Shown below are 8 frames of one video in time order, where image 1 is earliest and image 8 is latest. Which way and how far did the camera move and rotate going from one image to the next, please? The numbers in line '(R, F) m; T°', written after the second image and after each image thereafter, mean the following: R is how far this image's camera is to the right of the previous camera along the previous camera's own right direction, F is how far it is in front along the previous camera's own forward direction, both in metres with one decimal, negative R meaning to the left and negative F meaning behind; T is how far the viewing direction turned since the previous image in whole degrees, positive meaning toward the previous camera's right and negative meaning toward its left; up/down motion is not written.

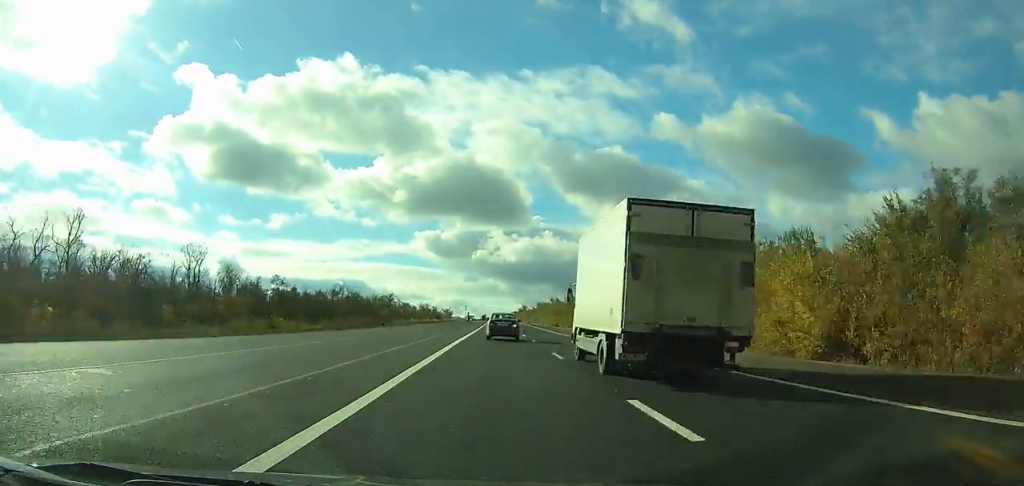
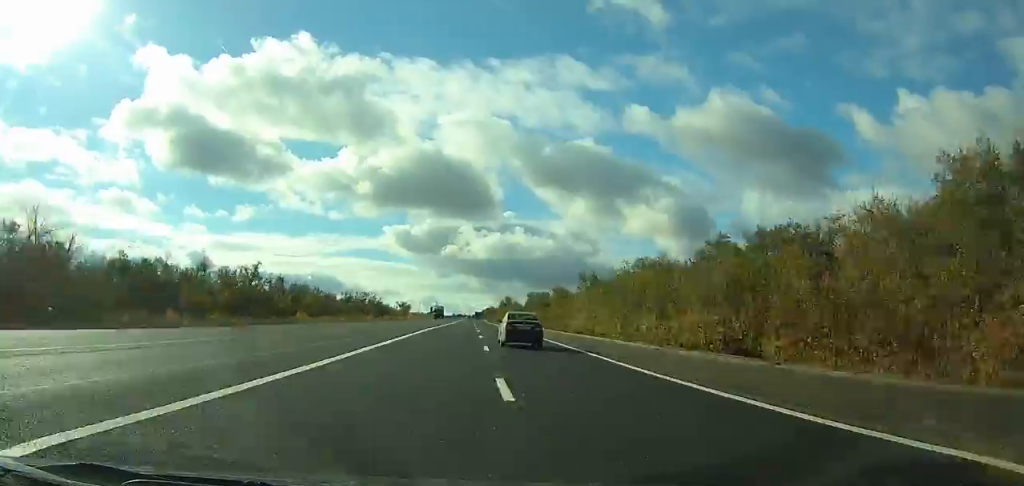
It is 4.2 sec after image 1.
(+0.8, +117.3) m; +1°
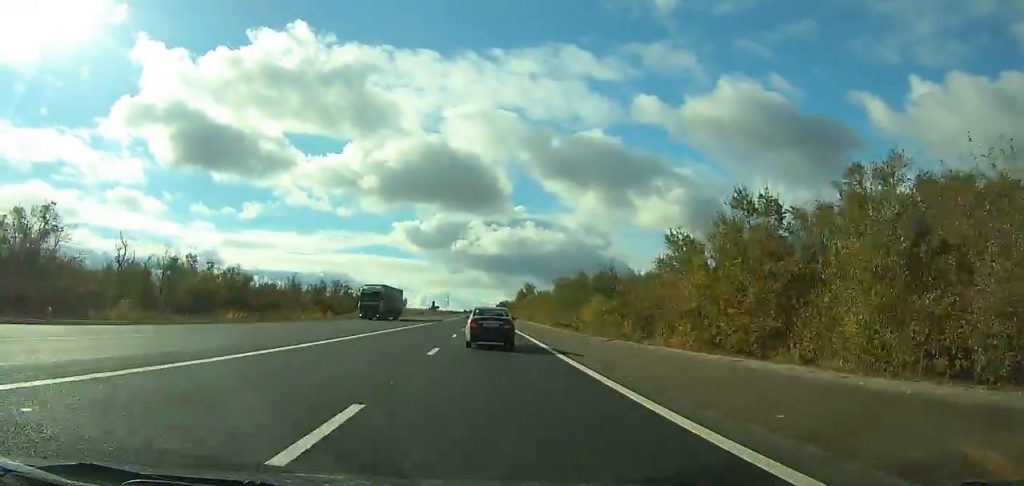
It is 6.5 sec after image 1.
(+0.6, +63.7) m; 0°
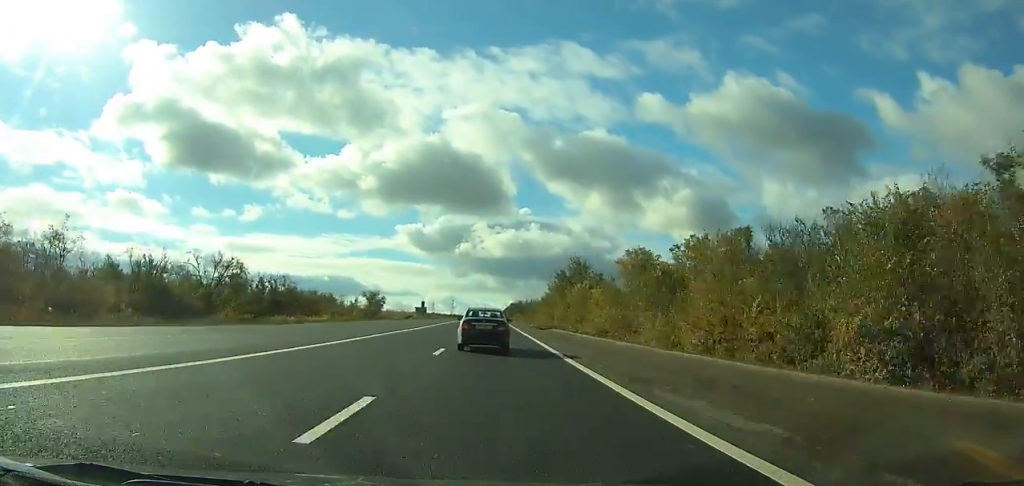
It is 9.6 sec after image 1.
(-0.9, +84.8) m; -1°
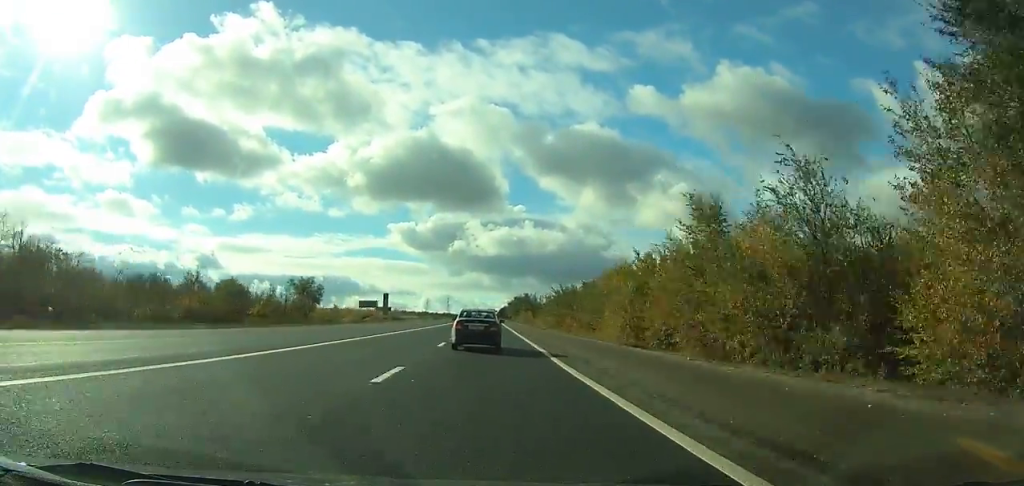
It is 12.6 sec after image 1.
(-0.1, +80.7) m; 0°
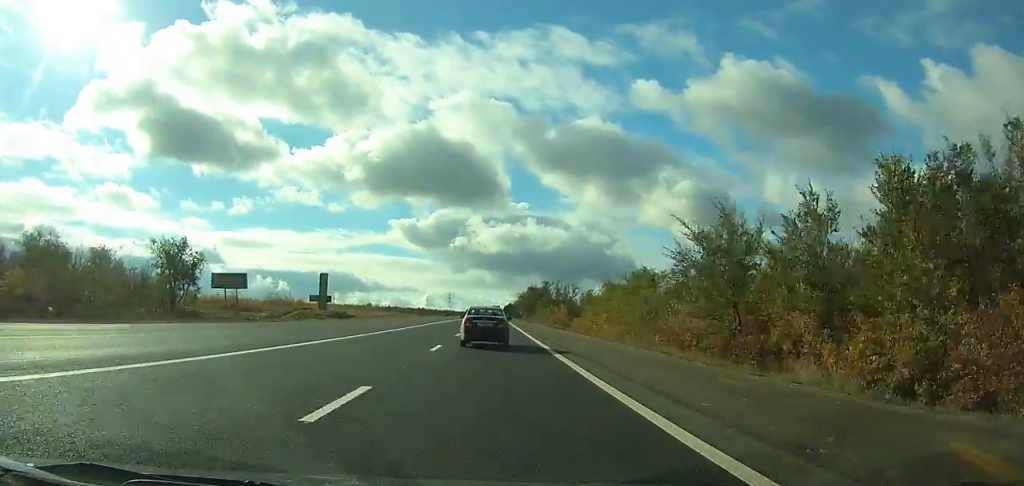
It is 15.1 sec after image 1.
(0.0, +66.4) m; 0°
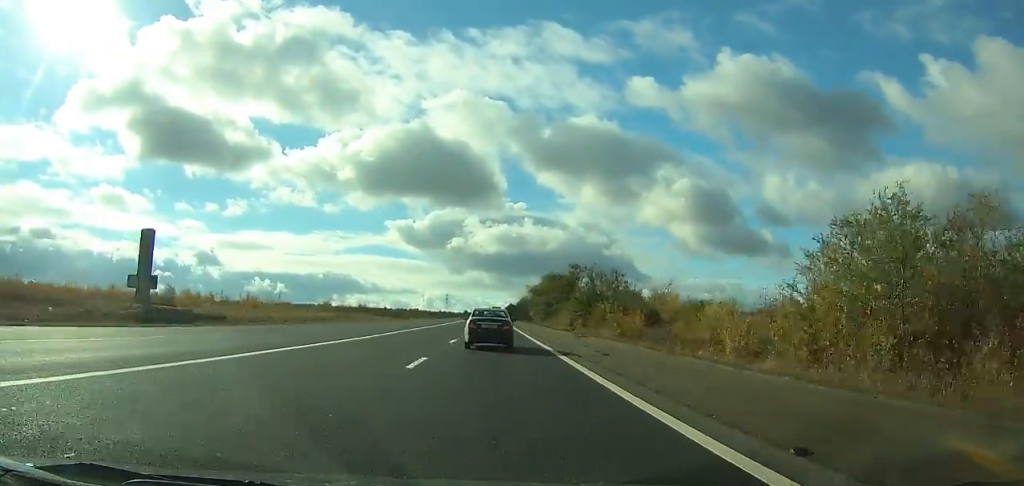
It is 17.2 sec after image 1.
(-0.3, +54.7) m; 0°
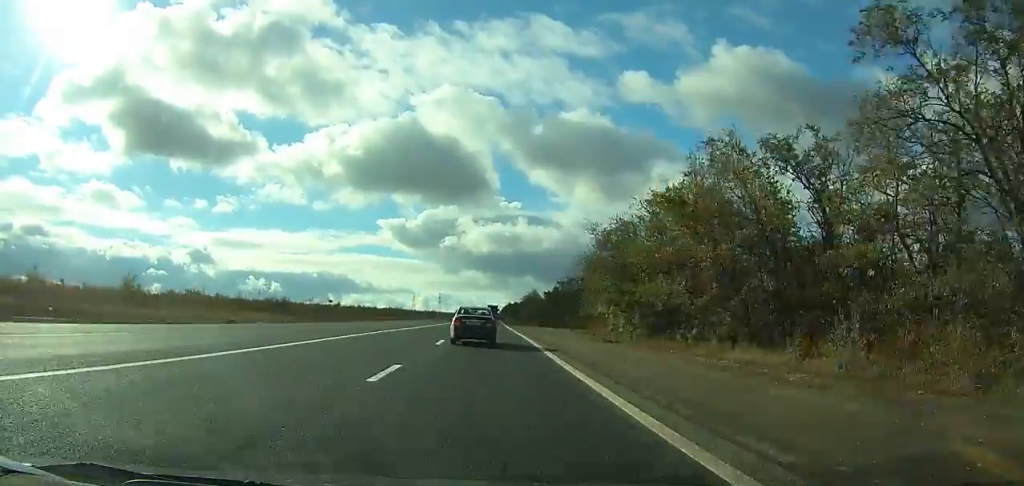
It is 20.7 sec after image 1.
(+0.6, +86.6) m; +1°
